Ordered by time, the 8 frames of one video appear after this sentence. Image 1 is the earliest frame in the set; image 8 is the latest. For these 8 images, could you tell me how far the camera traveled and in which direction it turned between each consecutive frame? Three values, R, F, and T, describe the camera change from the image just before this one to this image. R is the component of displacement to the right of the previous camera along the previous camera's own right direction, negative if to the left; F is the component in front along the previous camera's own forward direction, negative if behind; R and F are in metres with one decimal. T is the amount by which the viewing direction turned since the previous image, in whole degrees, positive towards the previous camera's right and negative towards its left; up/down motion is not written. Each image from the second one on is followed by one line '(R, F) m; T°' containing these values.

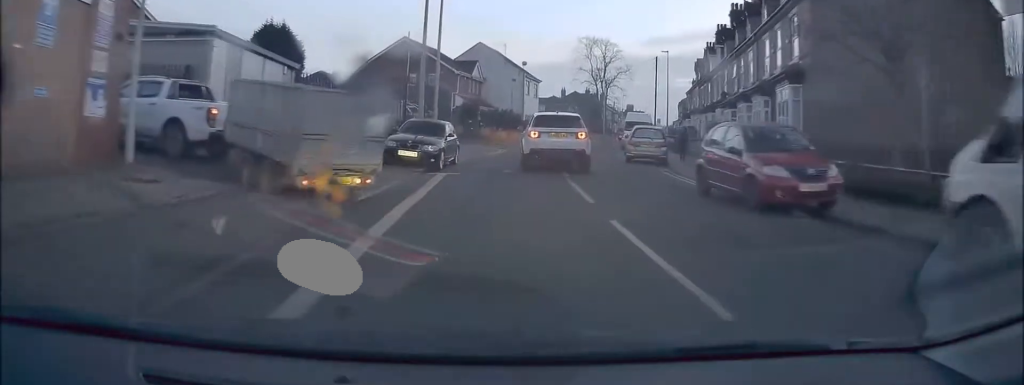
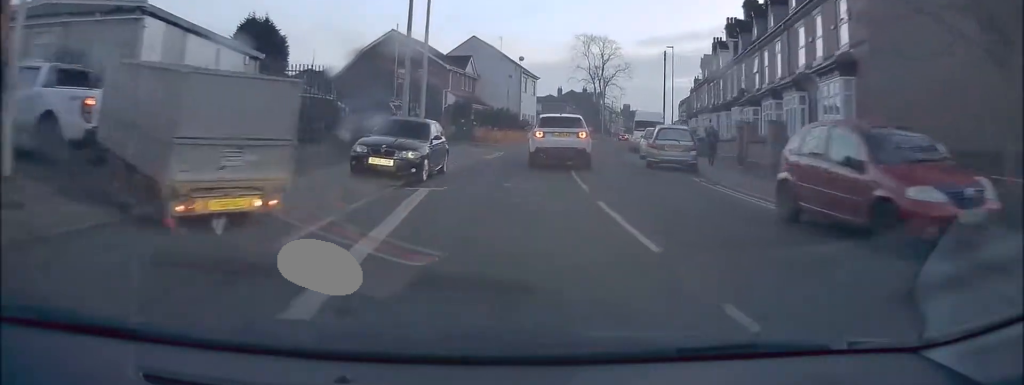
(0.0, +3.7) m; 0°
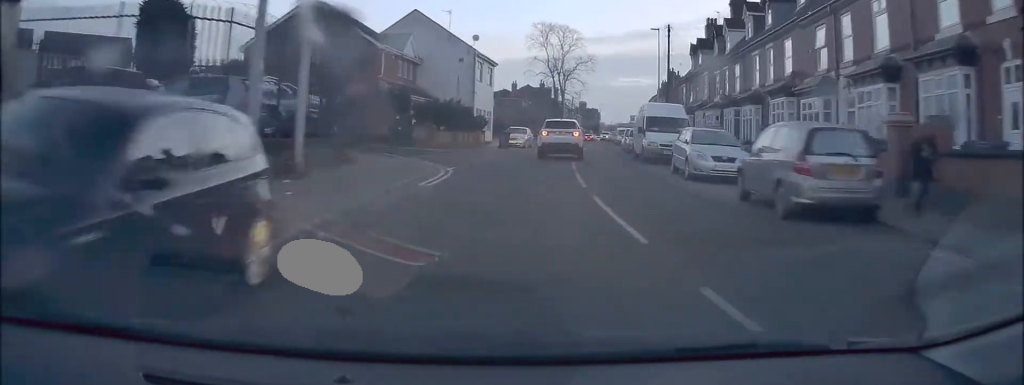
(+0.3, +11.1) m; +5°
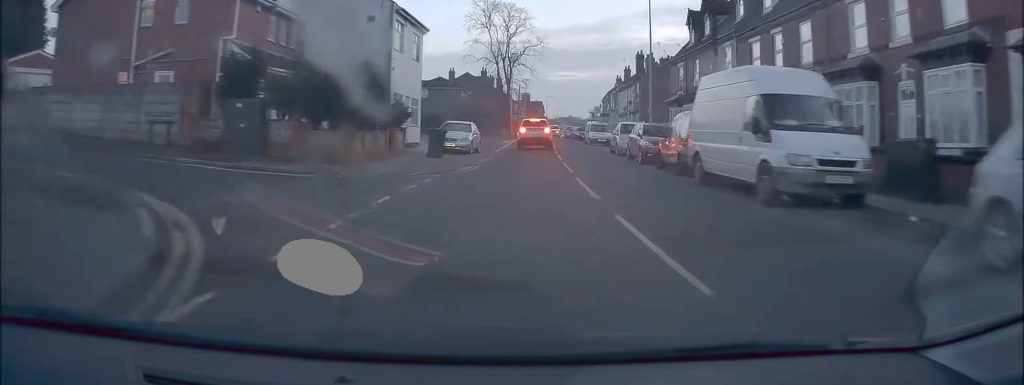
(+1.0, +14.0) m; +7°
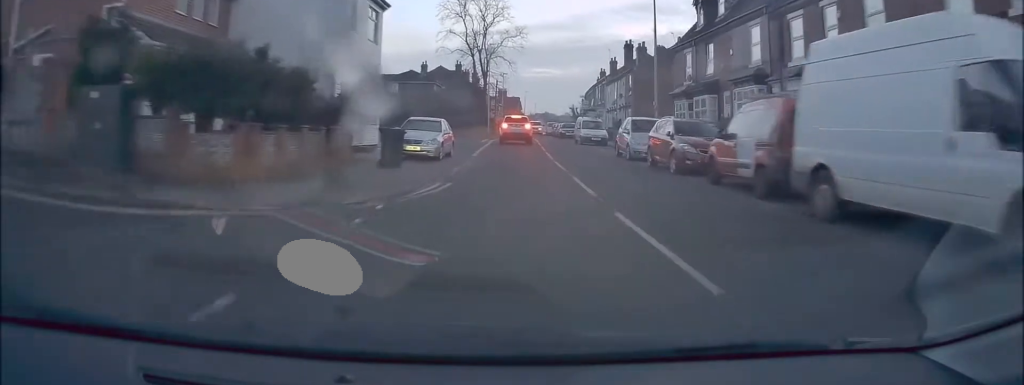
(+0.1, +6.1) m; +2°
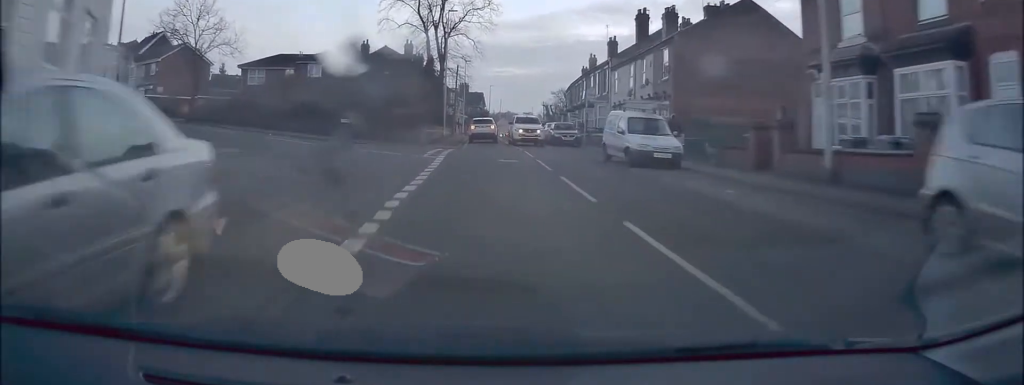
(+0.5, +19.8) m; +2°
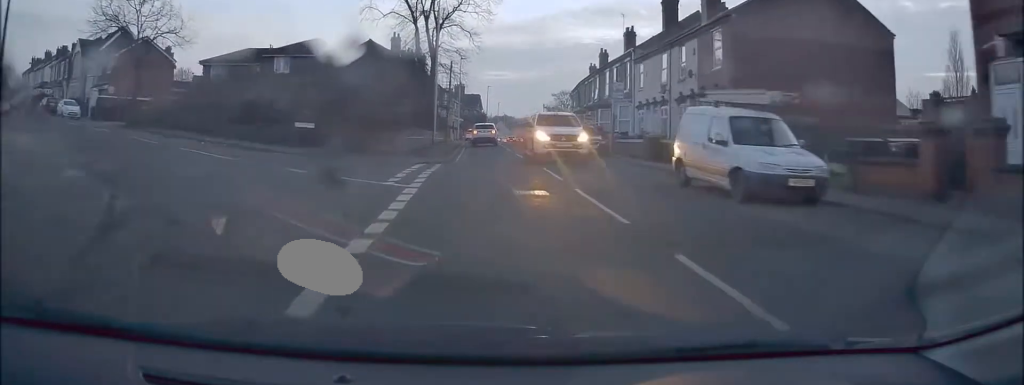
(+0.1, +7.8) m; +1°
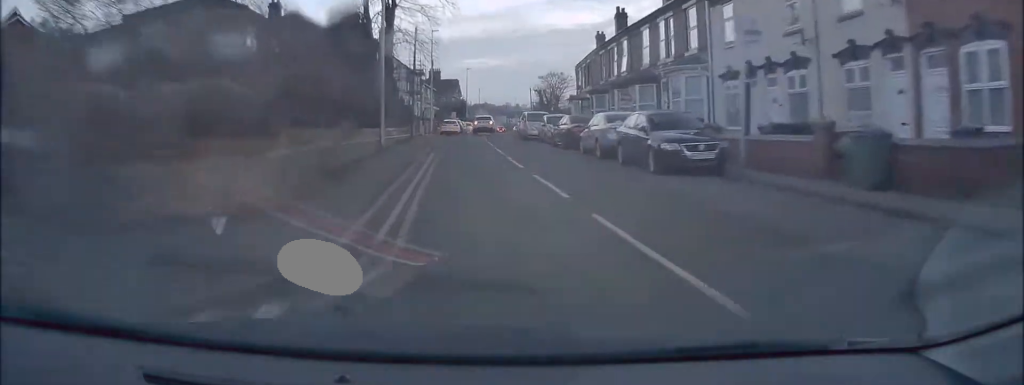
(+0.1, +15.9) m; 0°
